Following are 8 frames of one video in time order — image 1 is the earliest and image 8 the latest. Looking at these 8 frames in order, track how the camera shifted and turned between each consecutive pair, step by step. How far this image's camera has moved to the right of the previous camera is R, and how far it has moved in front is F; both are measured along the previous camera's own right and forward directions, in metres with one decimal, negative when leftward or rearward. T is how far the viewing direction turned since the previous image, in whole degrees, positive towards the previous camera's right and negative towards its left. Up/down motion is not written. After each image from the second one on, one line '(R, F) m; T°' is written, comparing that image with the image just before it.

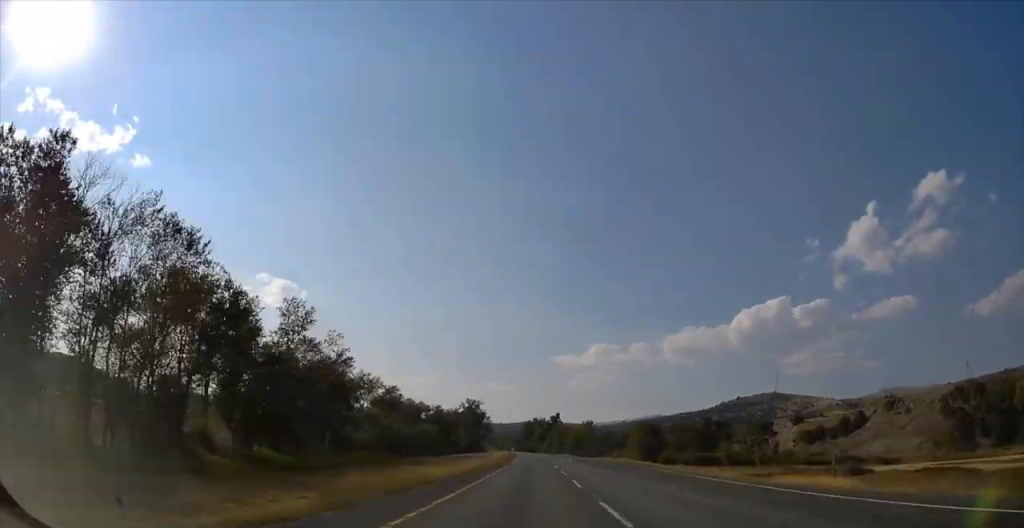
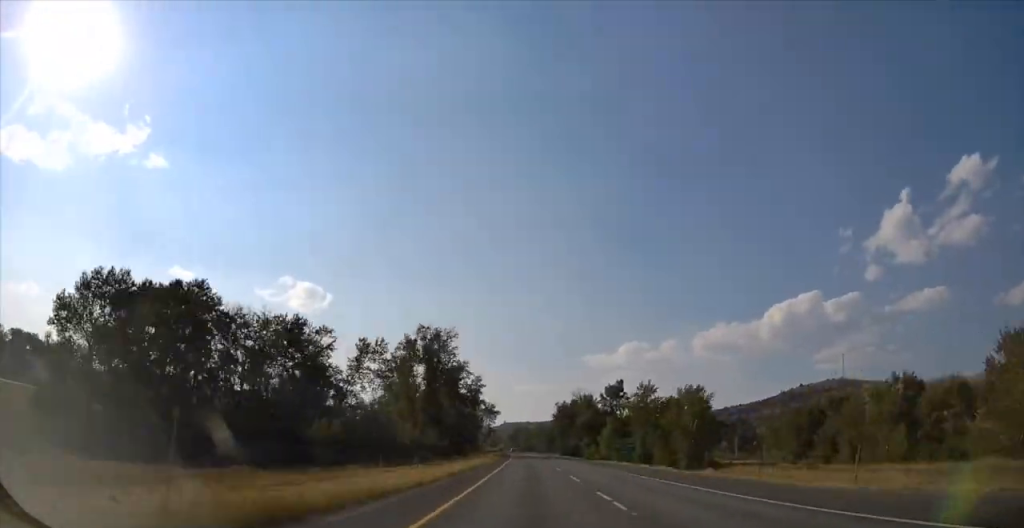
(-3.8, +198.0) m; -3°
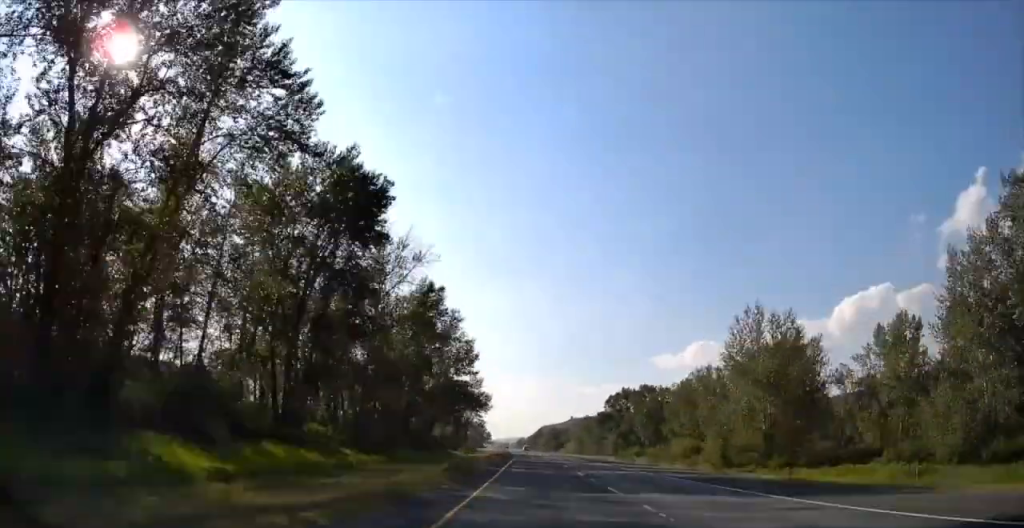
(-15.7, +338.2) m; -5°
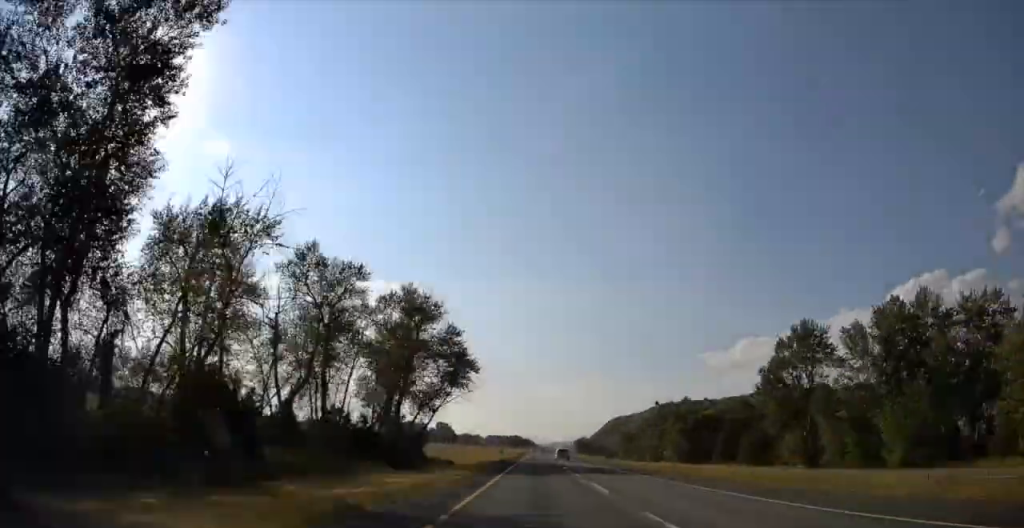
(-18.1, +460.3) m; -1°
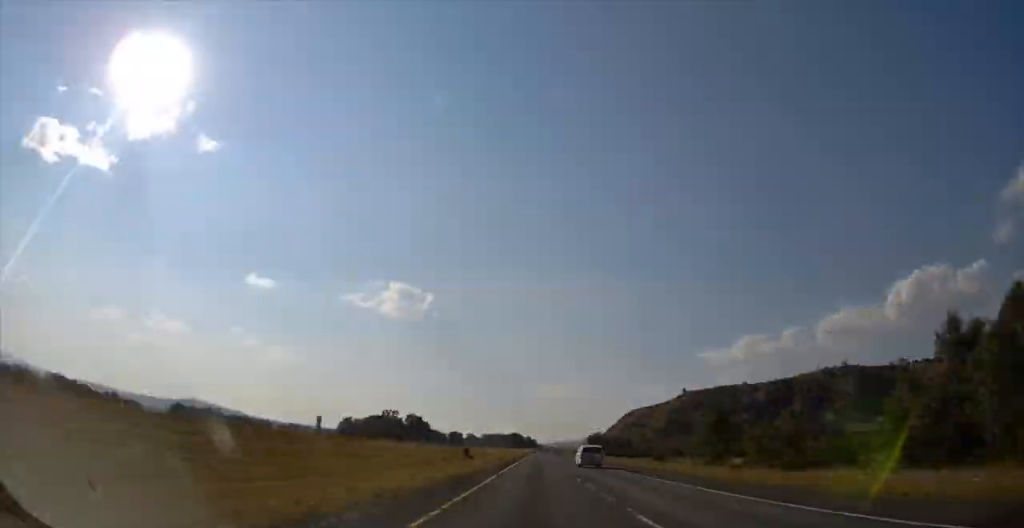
(-5.3, +147.6) m; +2°
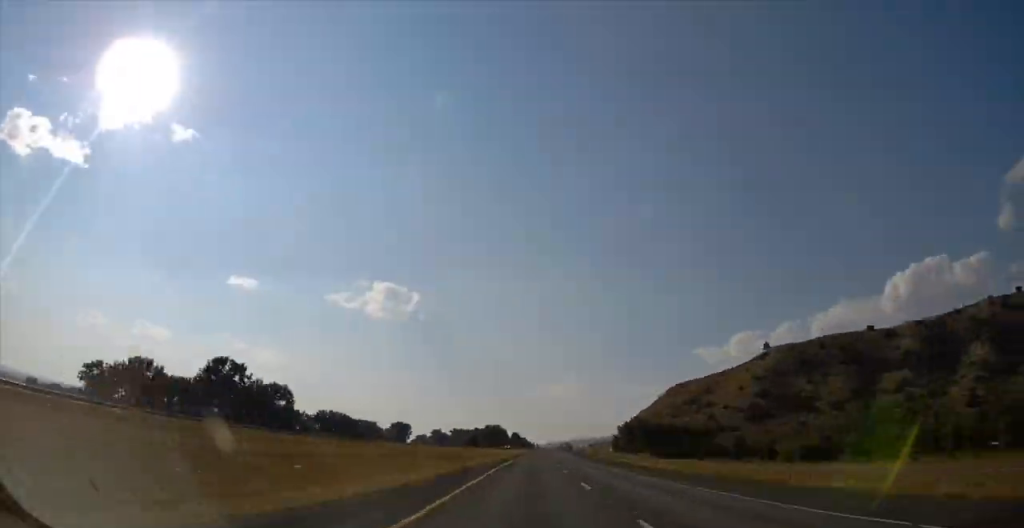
(+17.2, +216.3) m; -1°
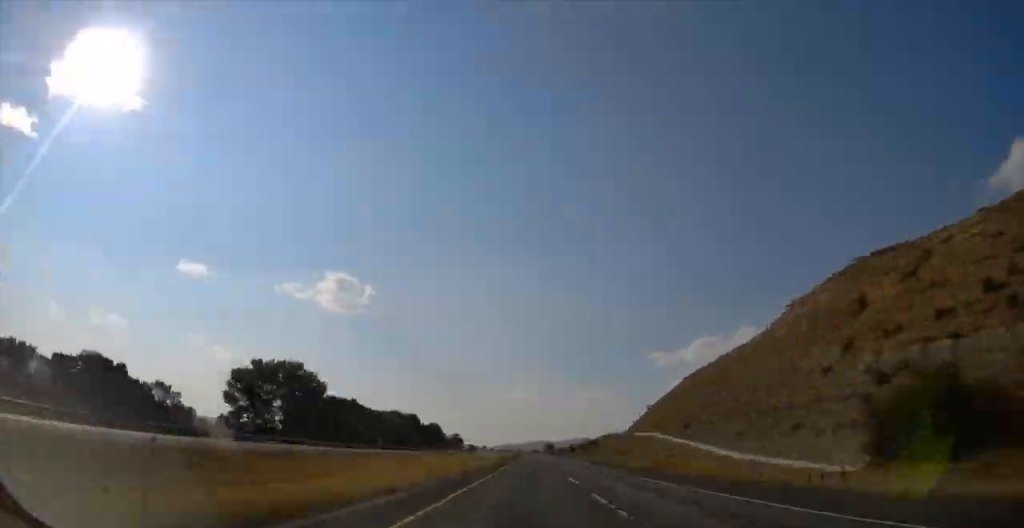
(-17.9, +360.7) m; -1°
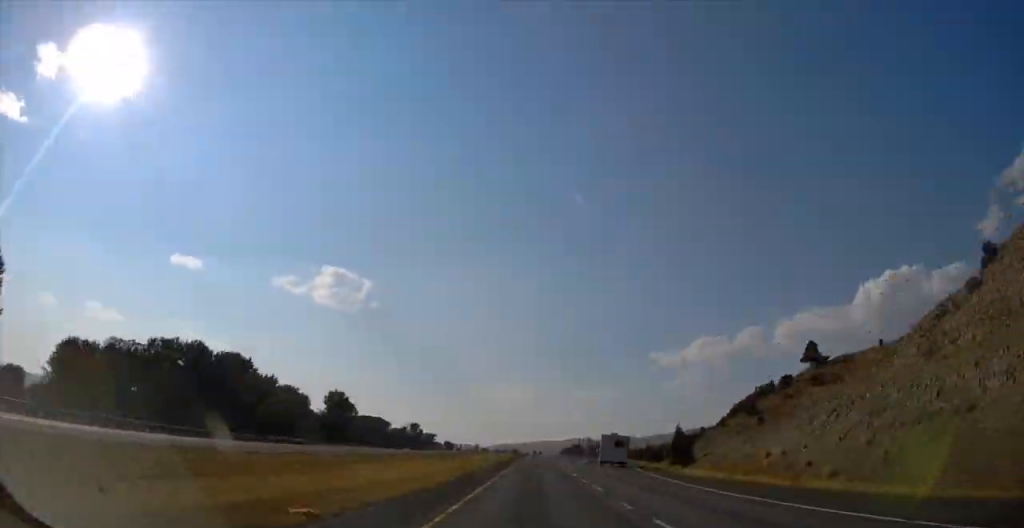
(+6.2, +230.2) m; +2°
